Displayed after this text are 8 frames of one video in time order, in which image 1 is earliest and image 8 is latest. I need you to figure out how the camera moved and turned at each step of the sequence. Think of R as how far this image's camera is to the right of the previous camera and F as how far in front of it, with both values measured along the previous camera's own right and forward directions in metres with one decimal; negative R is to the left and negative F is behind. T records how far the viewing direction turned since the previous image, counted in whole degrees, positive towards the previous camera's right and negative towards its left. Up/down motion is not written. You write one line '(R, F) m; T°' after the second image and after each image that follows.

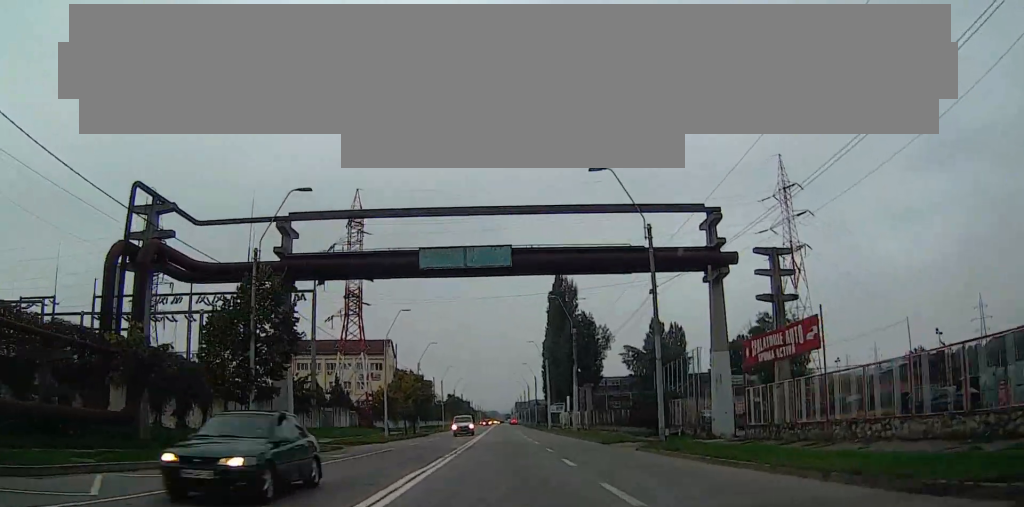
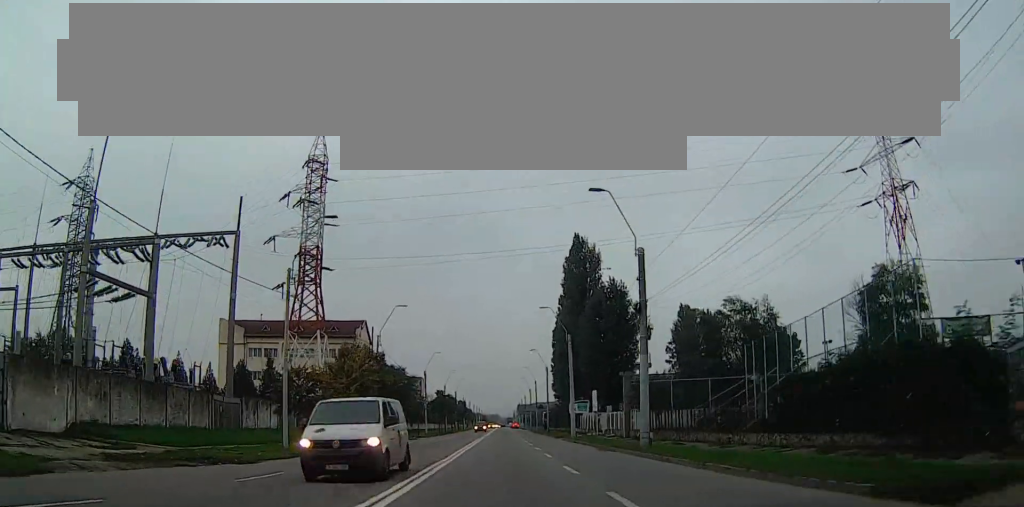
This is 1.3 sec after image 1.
(-1.2, +27.5) m; -2°
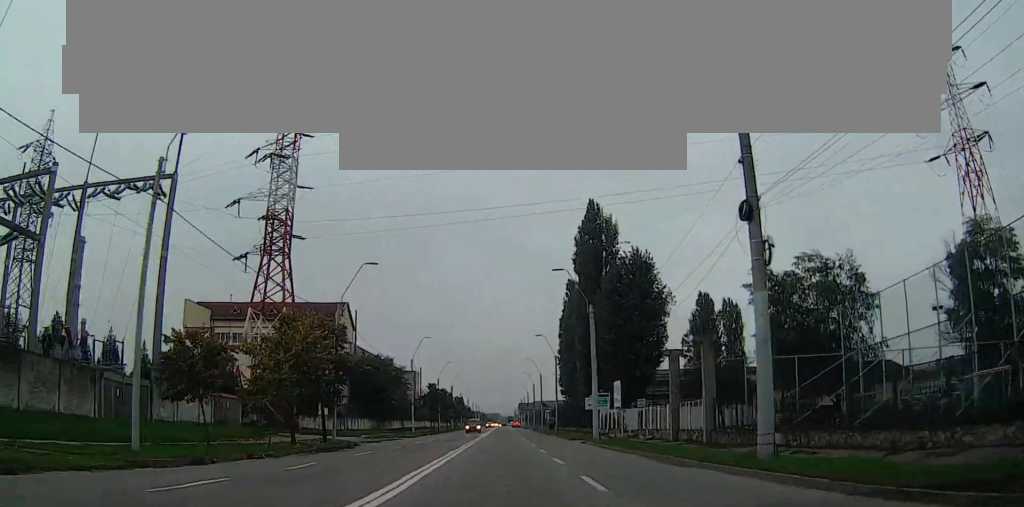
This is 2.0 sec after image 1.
(0.0, +13.7) m; +2°
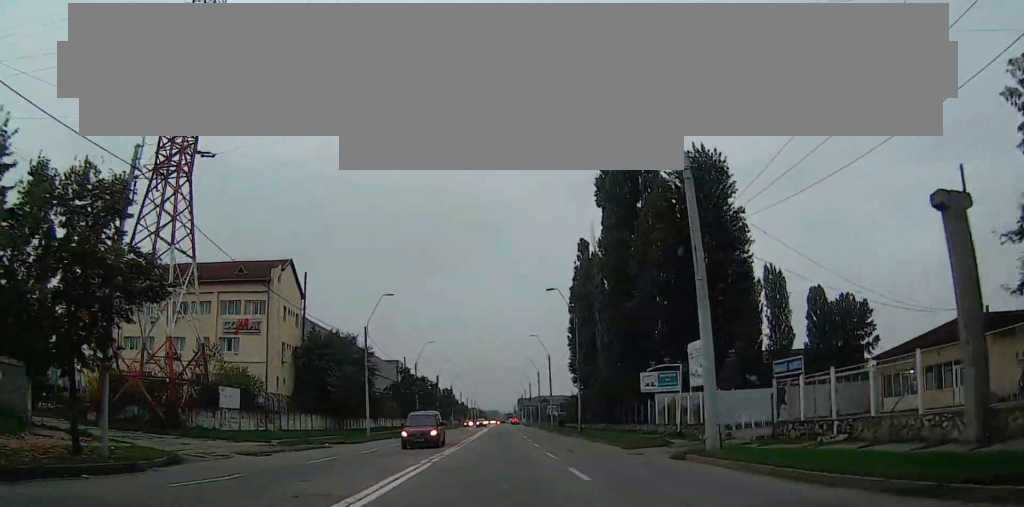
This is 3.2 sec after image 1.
(+1.0, +24.8) m; +2°
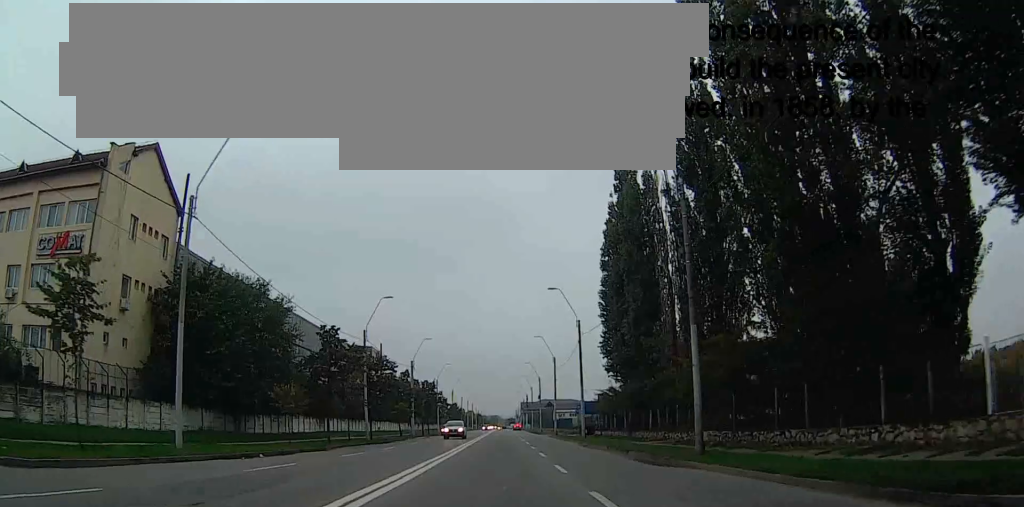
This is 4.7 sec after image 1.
(-1.1, +32.0) m; -4°
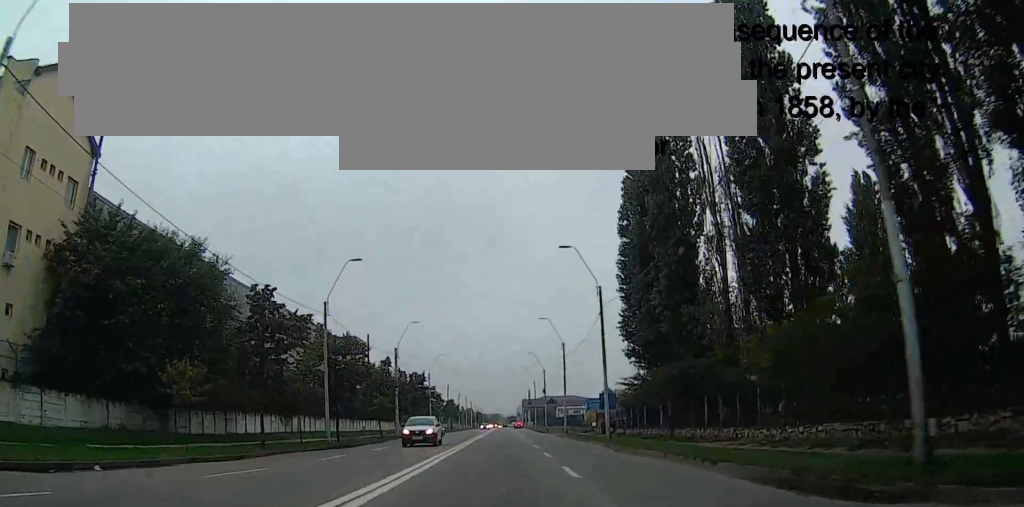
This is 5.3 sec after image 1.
(0.0, +11.9) m; 0°
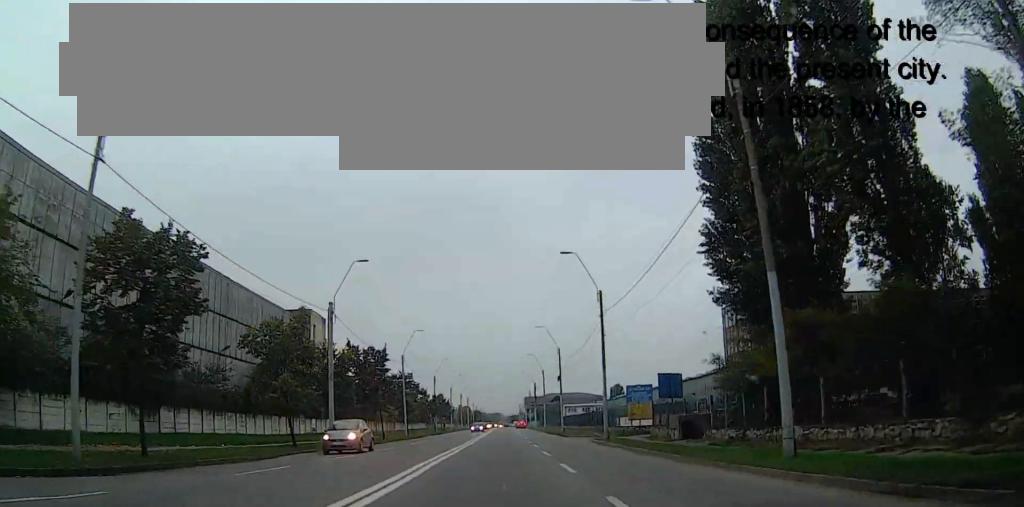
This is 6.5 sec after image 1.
(0.0, +25.8) m; +4°
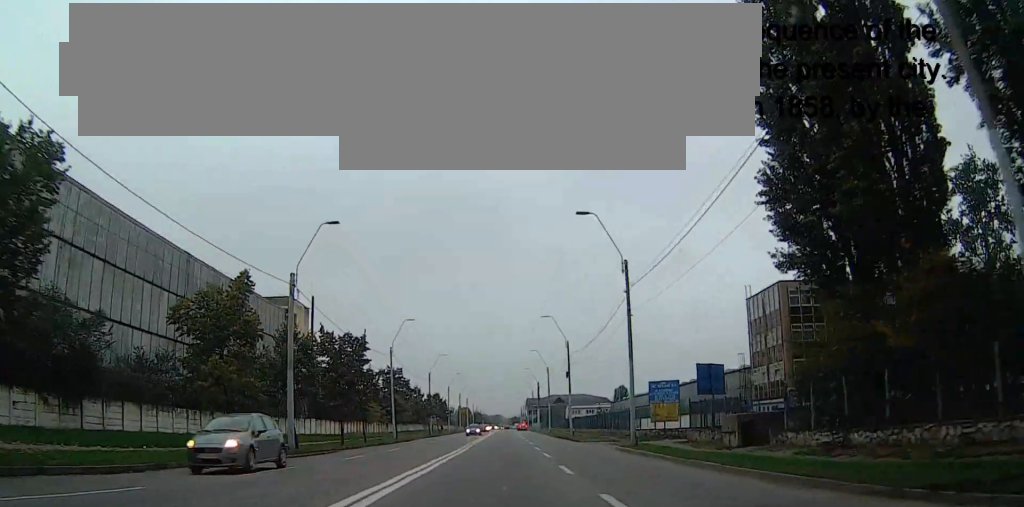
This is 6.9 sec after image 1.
(+0.4, +8.3) m; 0°
